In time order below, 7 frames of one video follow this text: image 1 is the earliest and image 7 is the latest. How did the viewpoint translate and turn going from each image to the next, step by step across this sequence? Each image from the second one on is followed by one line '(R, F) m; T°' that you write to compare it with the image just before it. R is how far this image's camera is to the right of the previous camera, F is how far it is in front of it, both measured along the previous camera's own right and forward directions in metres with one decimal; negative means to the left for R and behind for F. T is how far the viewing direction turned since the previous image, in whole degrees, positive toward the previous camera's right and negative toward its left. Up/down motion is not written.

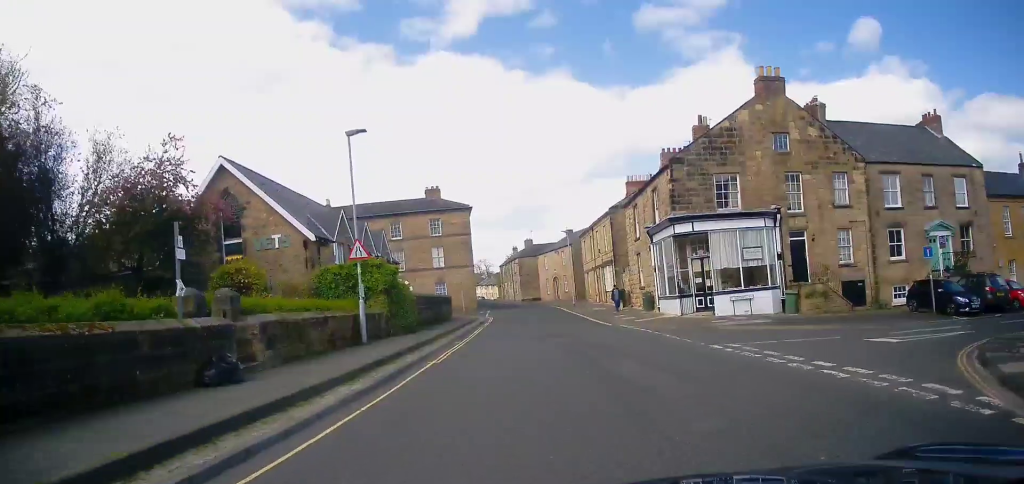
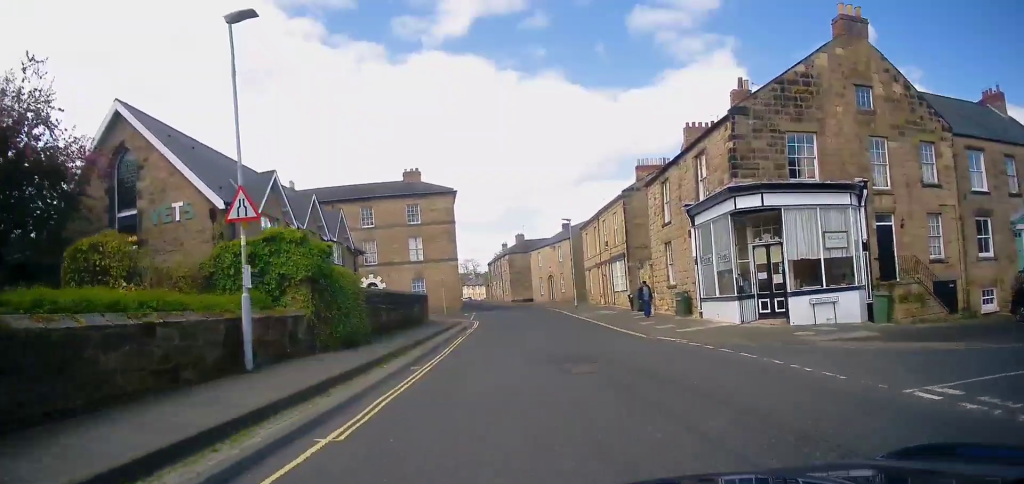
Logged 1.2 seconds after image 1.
(-0.5, +8.0) m; -2°
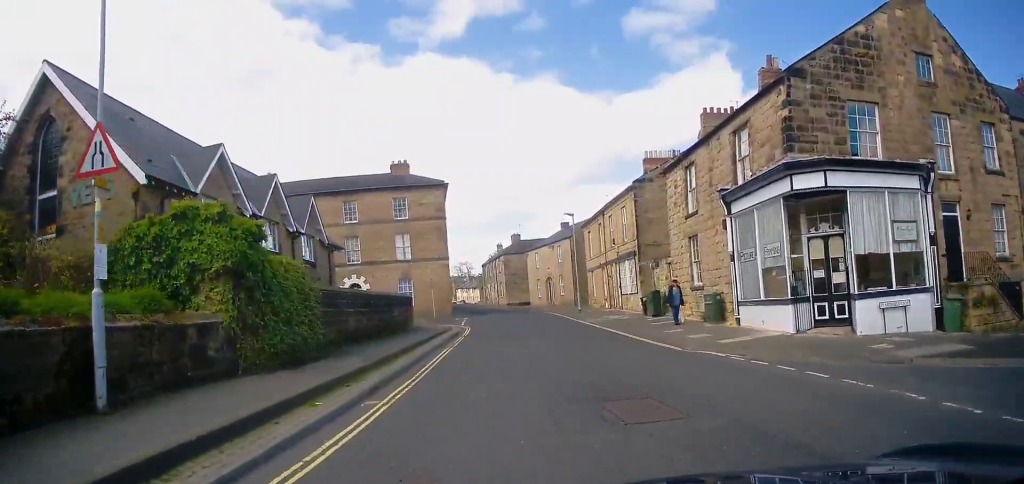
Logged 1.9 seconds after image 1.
(+0.2, +4.3) m; +2°
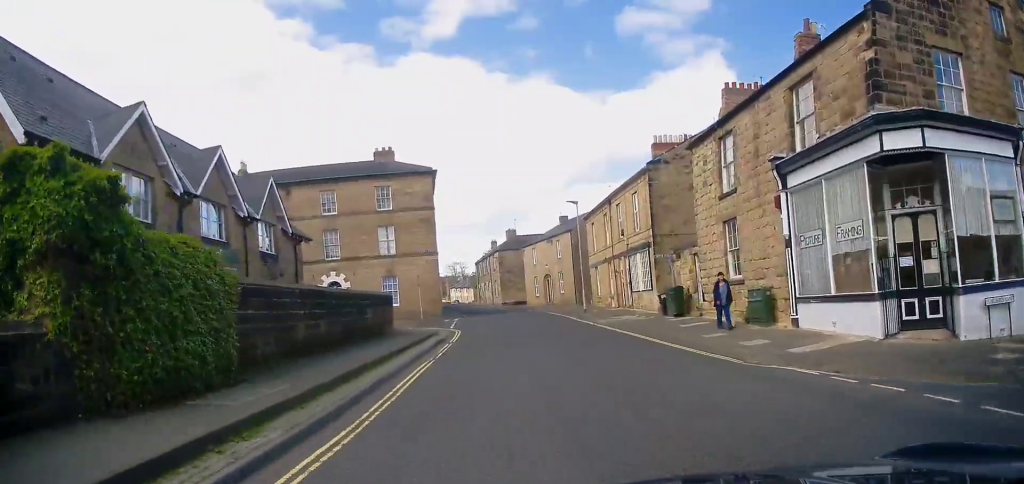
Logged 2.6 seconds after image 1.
(+0.2, +4.2) m; +2°
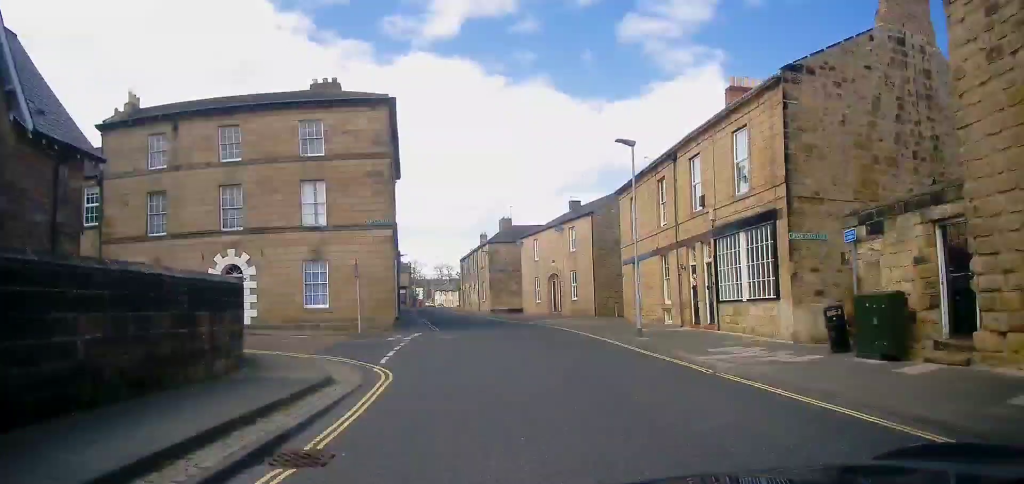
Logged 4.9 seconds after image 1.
(+0.6, +14.0) m; +5°
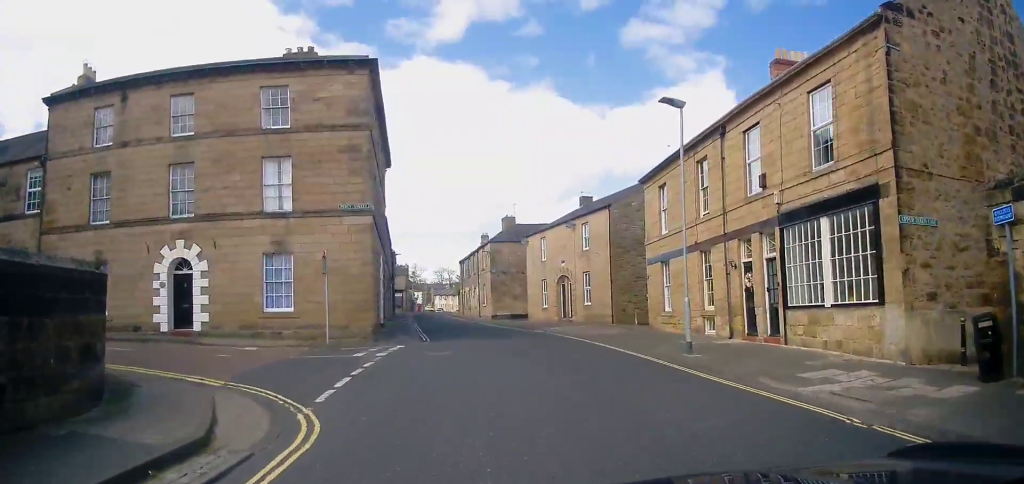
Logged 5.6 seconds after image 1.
(+0.1, +4.3) m; -1°
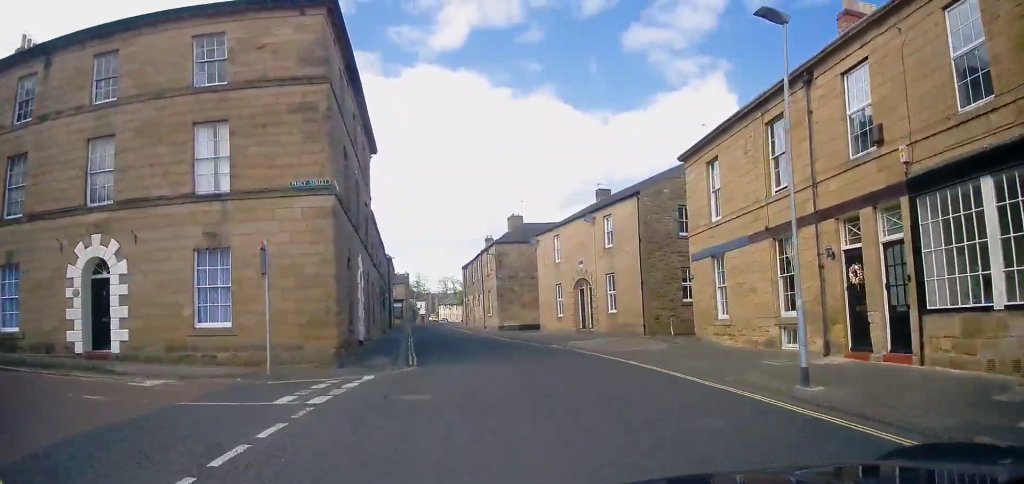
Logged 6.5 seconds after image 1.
(-0.3, +5.1) m; -4°
